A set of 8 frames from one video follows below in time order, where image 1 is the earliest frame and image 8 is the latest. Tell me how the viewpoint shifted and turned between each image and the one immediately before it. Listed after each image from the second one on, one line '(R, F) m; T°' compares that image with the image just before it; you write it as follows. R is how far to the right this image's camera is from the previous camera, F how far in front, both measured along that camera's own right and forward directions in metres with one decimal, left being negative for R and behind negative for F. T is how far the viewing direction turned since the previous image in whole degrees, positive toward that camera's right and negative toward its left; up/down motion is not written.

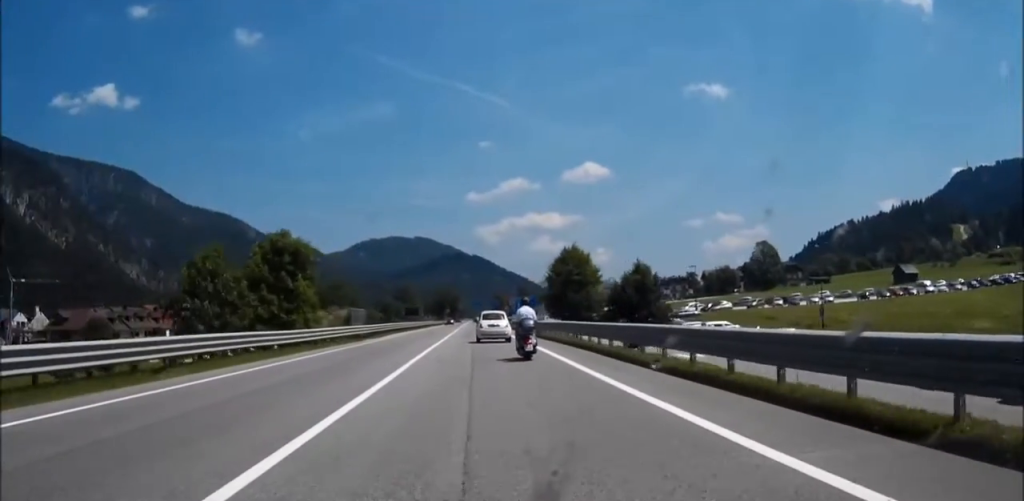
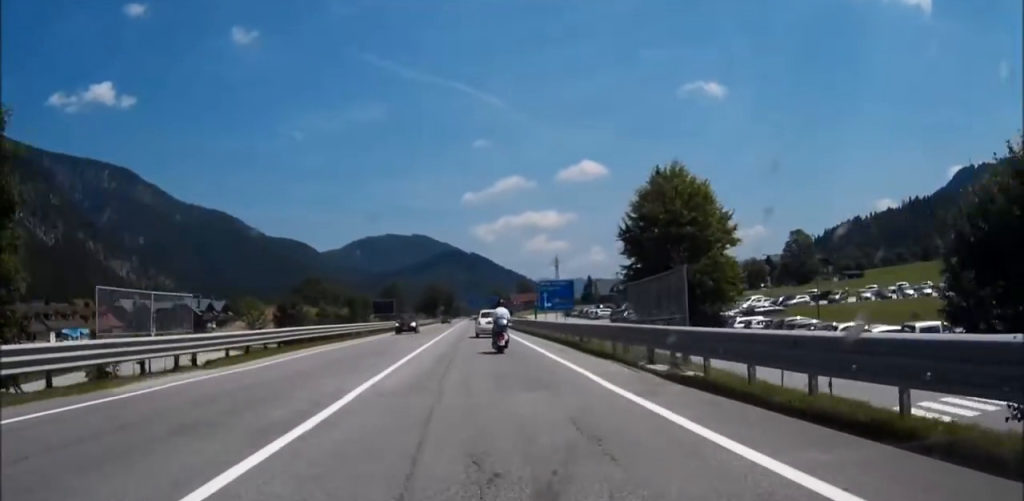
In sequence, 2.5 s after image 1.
(0.0, +33.4) m; +2°
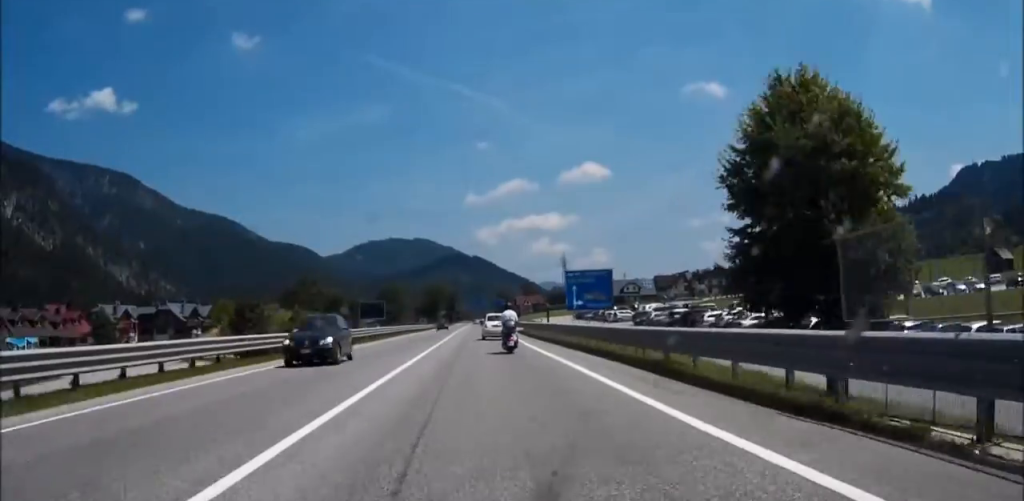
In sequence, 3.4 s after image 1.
(0.0, +12.9) m; +1°
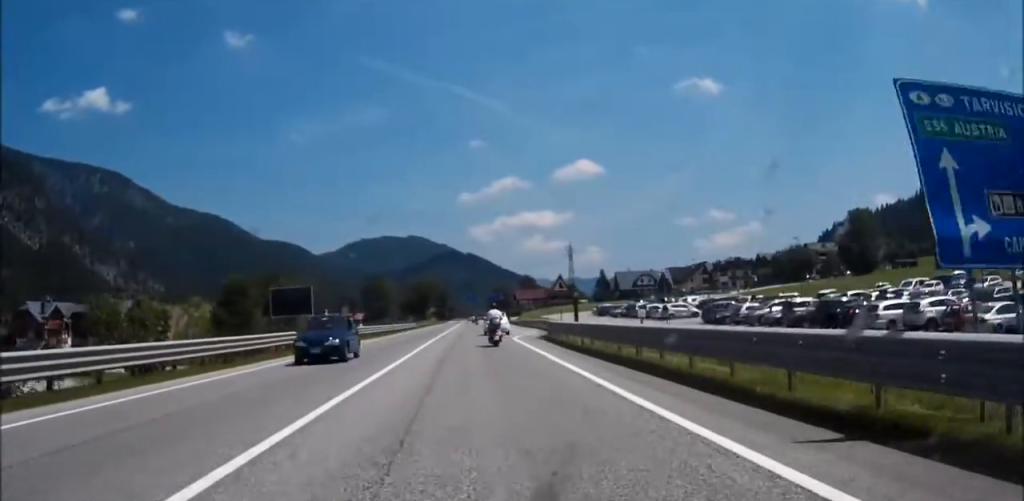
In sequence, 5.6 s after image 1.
(+0.5, +31.4) m; -2°
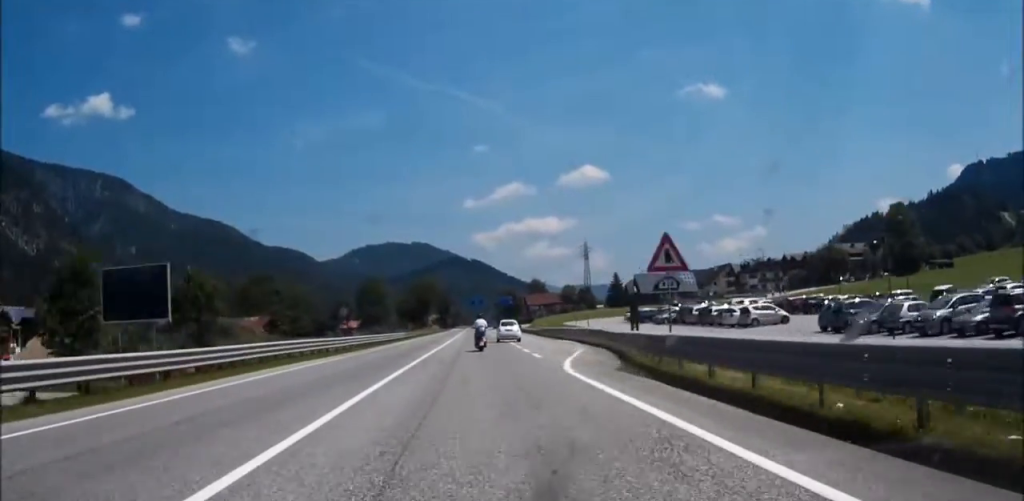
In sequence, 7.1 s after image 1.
(-1.0, +22.0) m; -3°
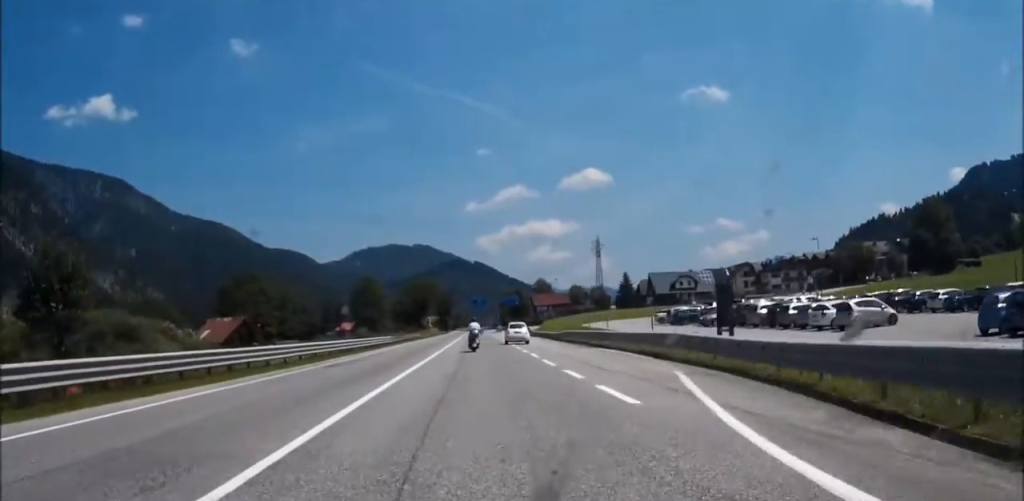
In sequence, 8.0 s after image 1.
(0.0, +15.3) m; 0°
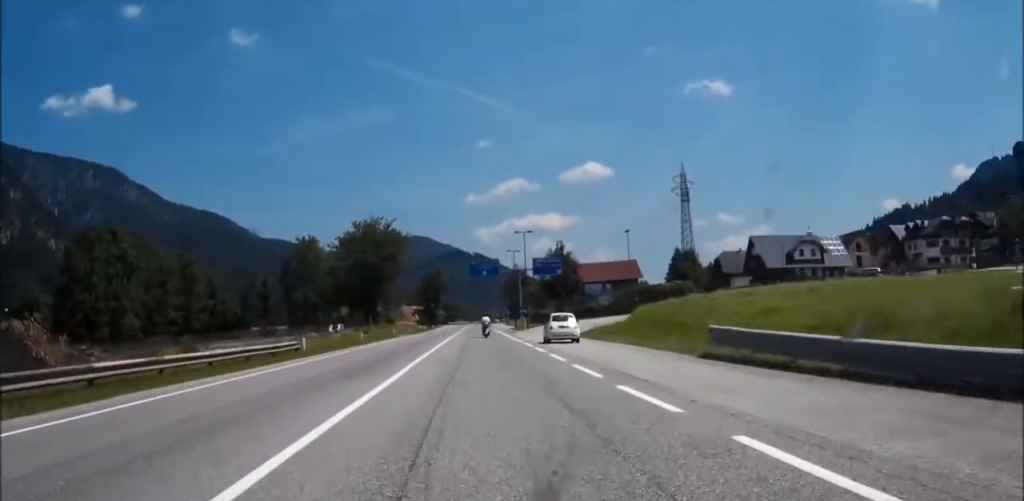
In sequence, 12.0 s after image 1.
(-0.2, +71.4) m; 0°
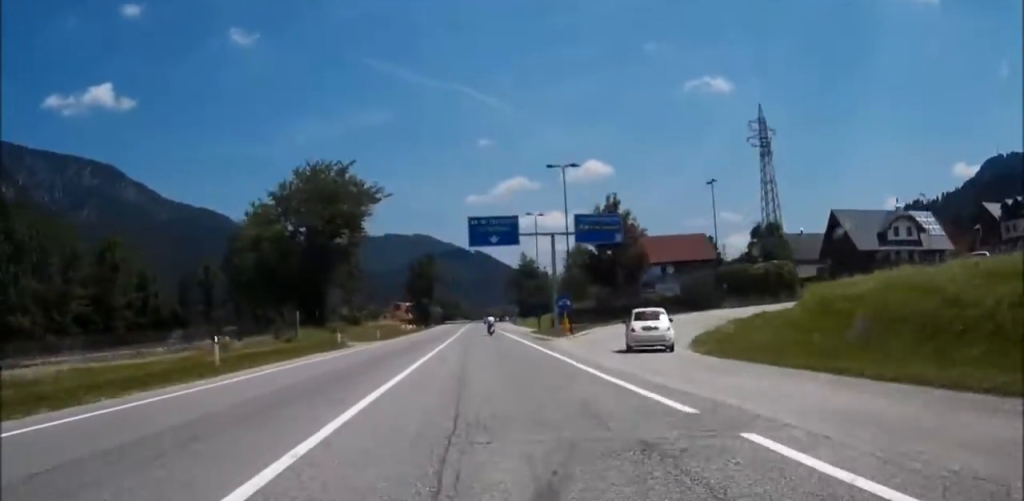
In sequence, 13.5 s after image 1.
(+0.1, +30.5) m; +1°
